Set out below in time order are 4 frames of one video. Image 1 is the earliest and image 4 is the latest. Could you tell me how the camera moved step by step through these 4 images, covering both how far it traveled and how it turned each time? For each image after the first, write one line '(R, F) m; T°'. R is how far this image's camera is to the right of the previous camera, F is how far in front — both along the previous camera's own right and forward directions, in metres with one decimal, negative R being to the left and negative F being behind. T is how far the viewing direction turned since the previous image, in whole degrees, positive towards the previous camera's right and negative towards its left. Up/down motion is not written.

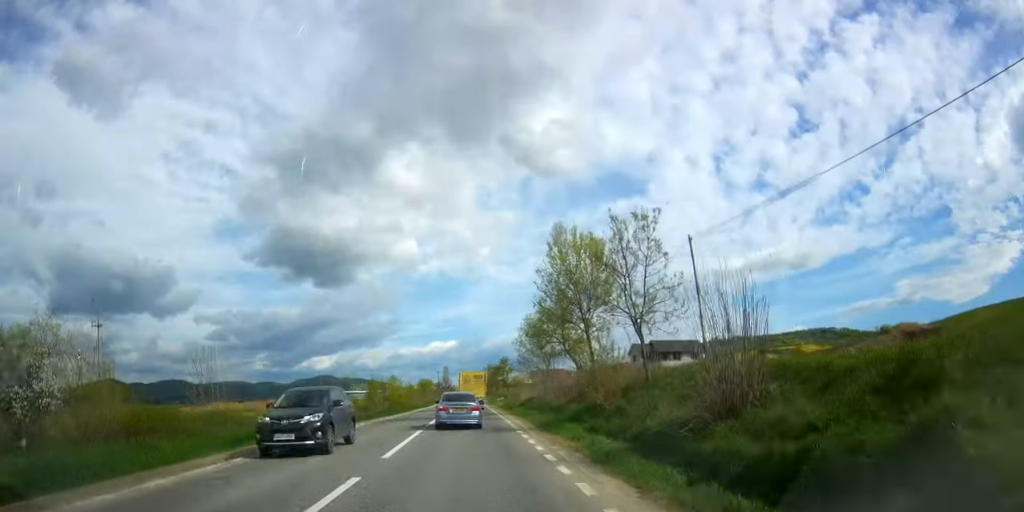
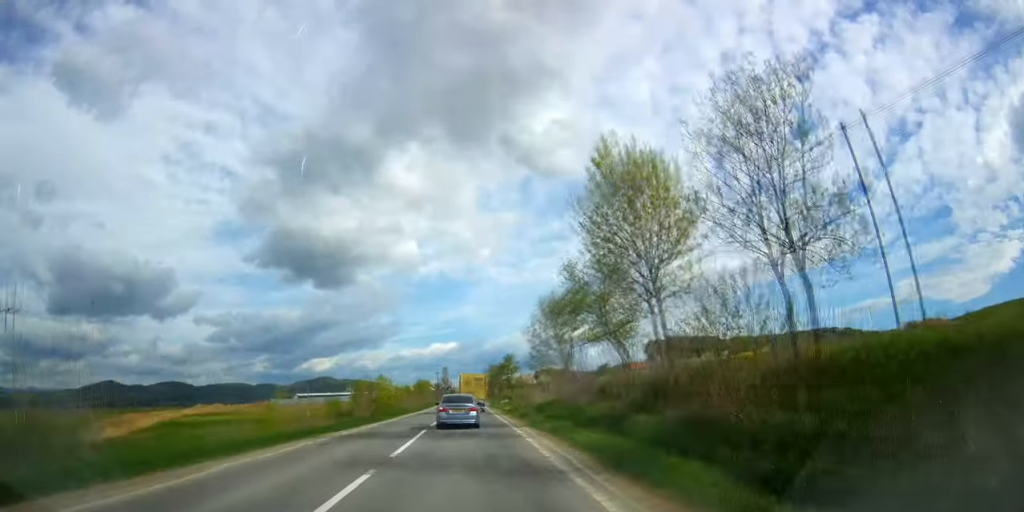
(0.0, +11.1) m; 0°
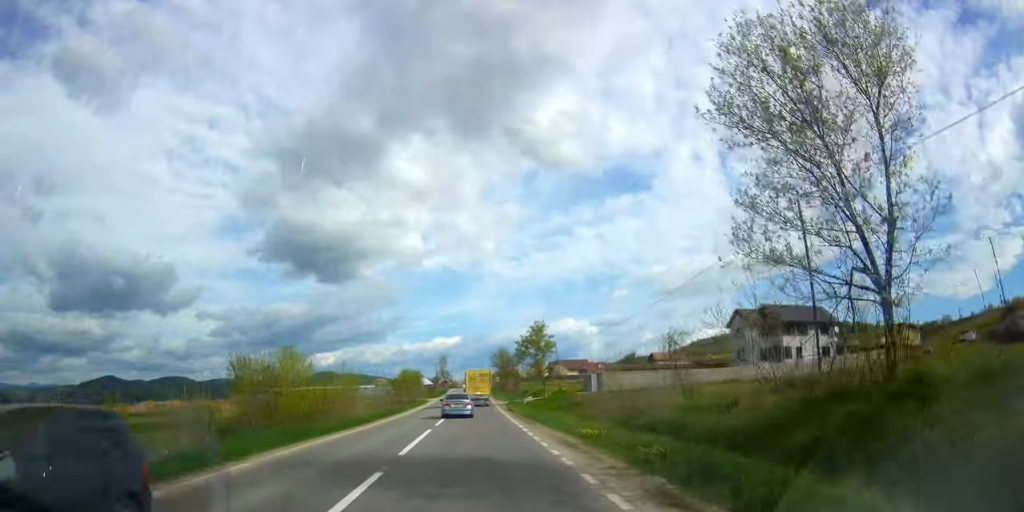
(-0.5, +36.2) m; -1°
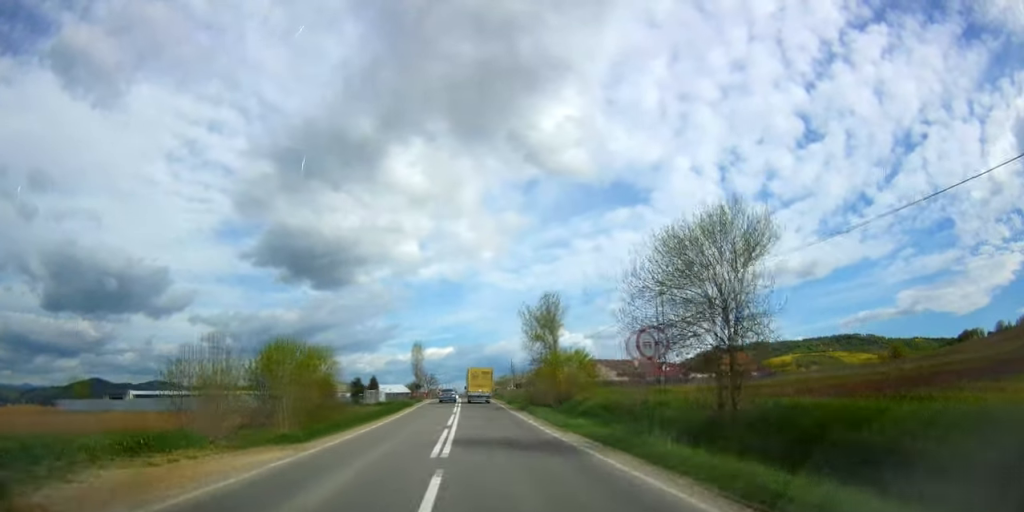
(-0.2, +72.2) m; 0°
